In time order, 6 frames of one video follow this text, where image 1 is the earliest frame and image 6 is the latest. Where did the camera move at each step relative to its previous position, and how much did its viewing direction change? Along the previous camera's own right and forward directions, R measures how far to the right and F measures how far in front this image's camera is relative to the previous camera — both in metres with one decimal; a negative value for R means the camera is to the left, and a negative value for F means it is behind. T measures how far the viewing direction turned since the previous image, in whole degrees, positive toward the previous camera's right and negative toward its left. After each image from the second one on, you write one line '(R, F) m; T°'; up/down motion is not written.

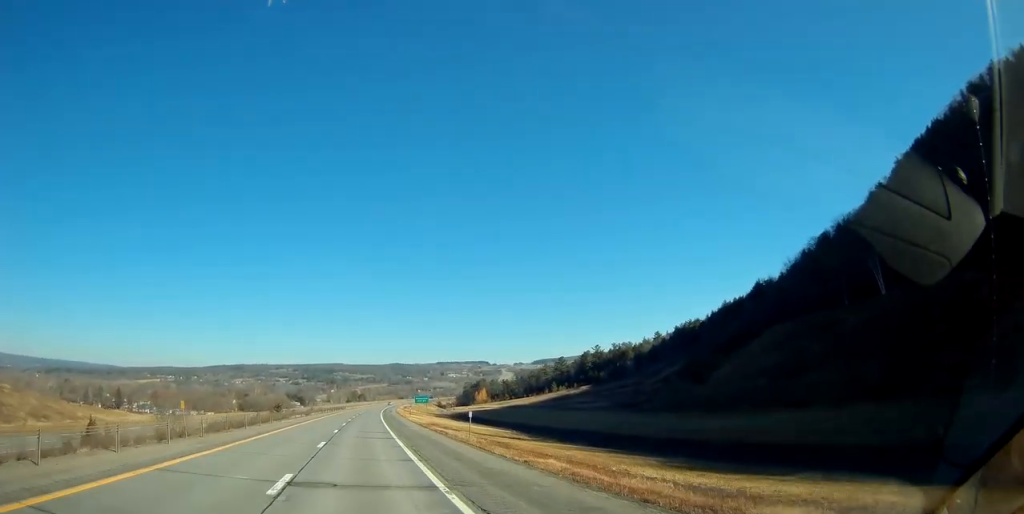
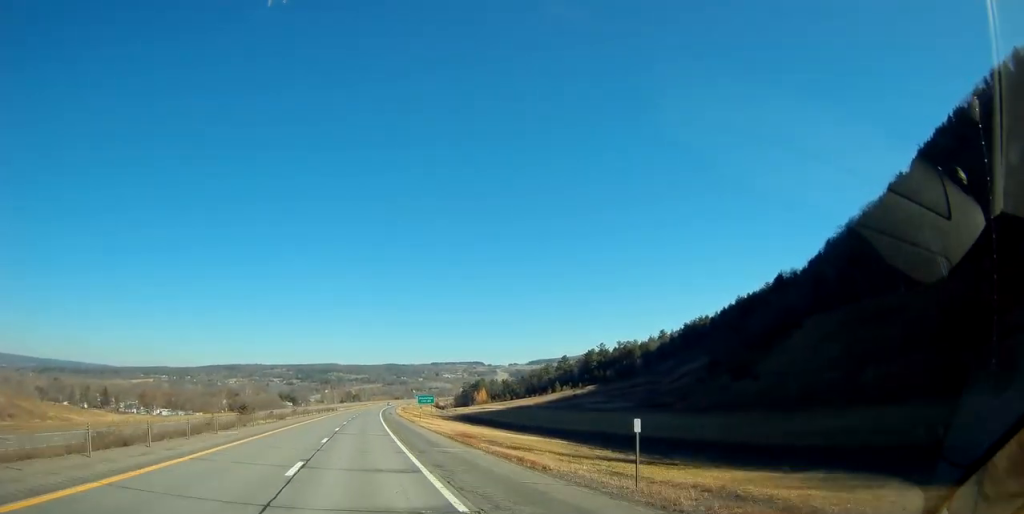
(+0.1, +18.6) m; +1°
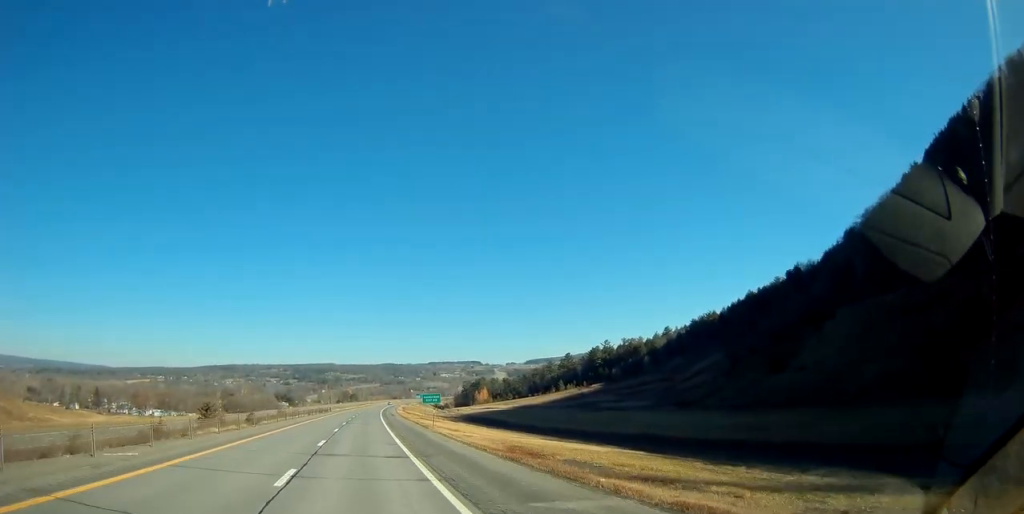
(+0.1, +13.1) m; 0°
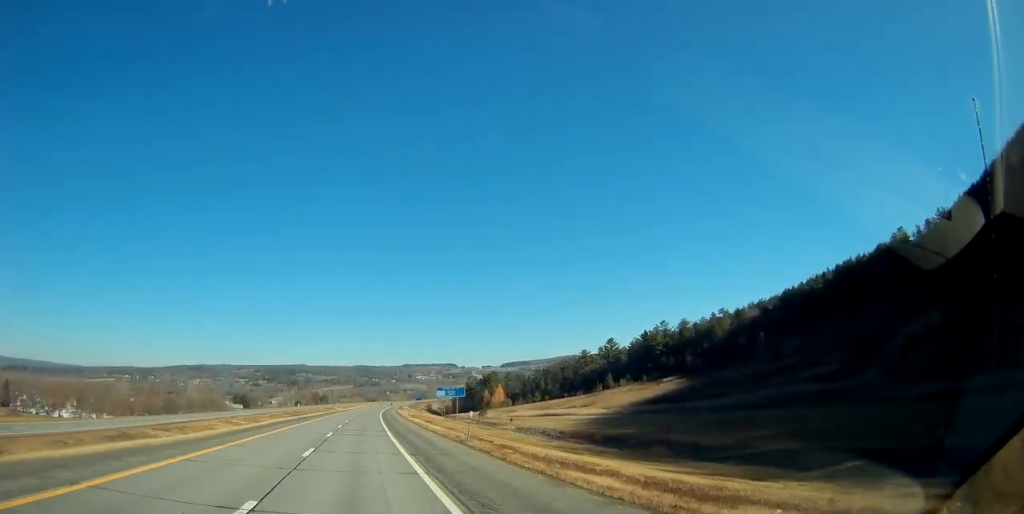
(+3.0, +131.9) m; +3°
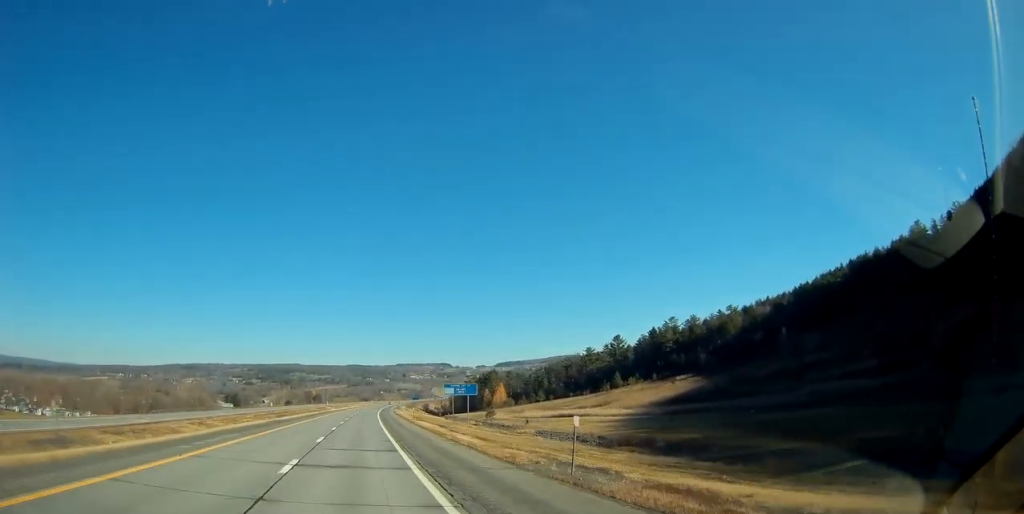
(+0.1, +17.6) m; 0°
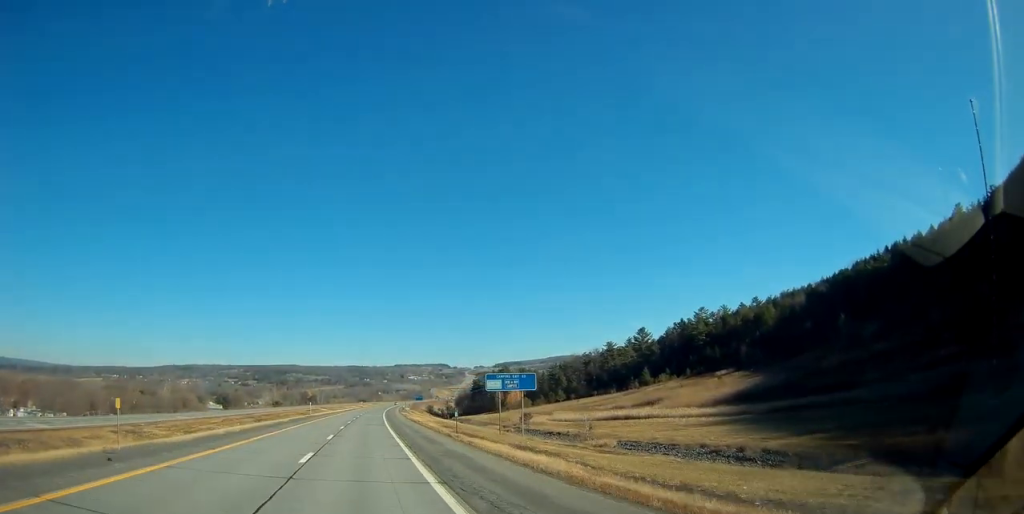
(+0.2, +32.0) m; 0°
